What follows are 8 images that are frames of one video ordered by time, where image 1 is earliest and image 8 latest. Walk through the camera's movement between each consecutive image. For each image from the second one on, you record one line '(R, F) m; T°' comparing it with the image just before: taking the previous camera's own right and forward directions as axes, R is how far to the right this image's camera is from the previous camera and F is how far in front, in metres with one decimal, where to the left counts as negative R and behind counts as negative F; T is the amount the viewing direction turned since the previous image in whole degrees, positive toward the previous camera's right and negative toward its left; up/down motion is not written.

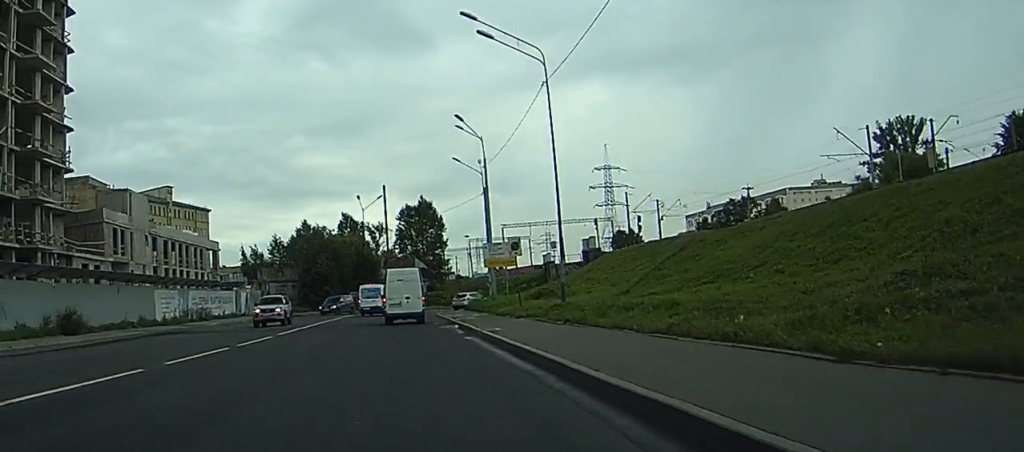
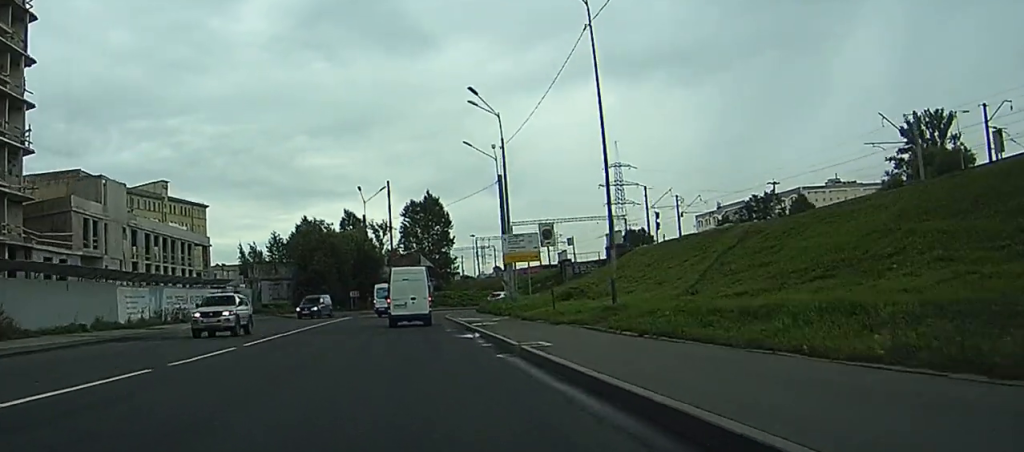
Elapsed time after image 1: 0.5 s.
(0.0, +8.1) m; -1°
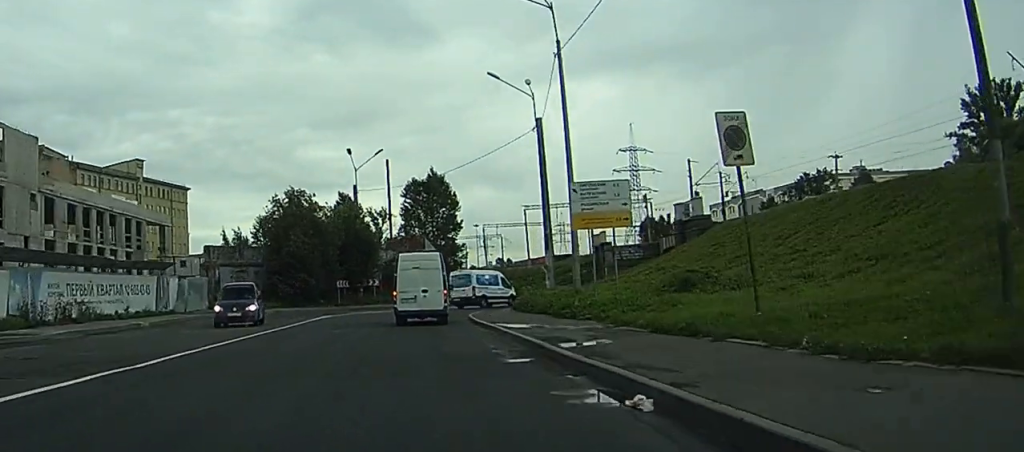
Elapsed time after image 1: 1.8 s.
(-0.6, +20.1) m; -2°
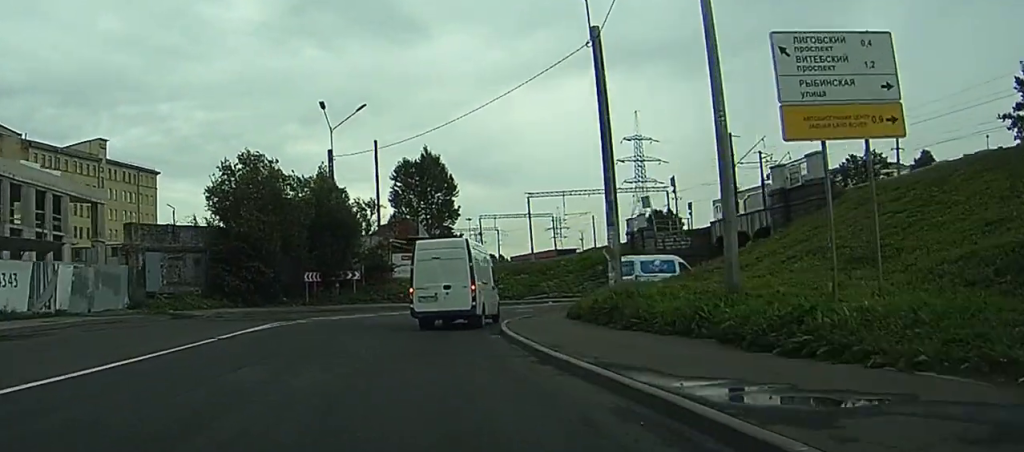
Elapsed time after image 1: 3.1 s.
(+0.1, +19.1) m; +1°
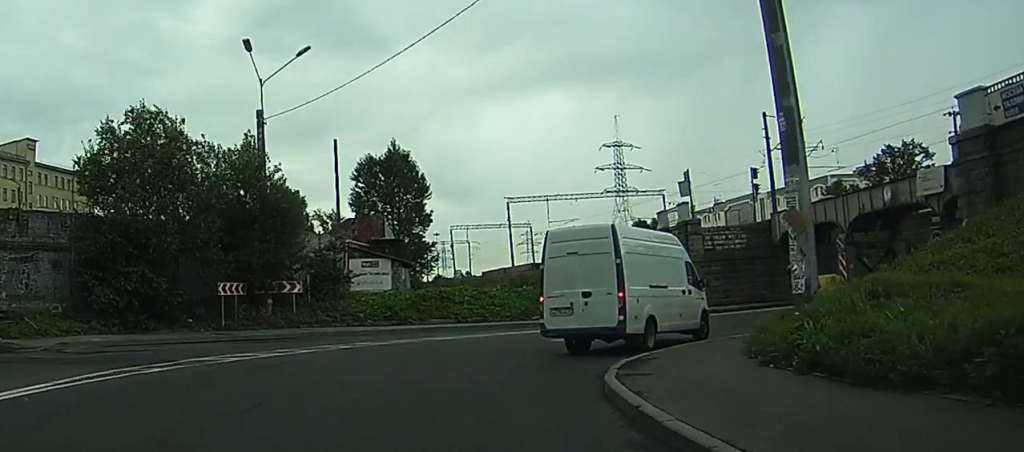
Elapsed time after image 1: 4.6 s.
(-0.1, +19.4) m; +3°
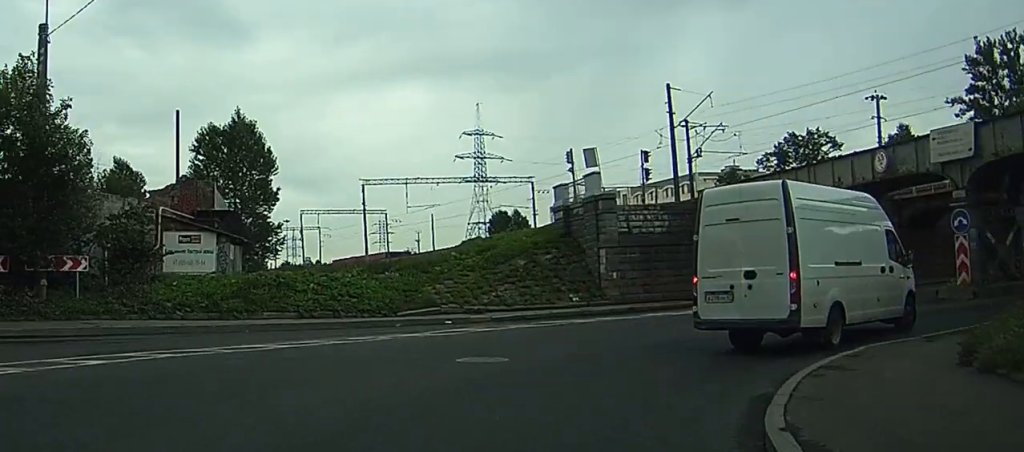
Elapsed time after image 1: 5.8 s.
(+1.0, +12.4) m; +12°
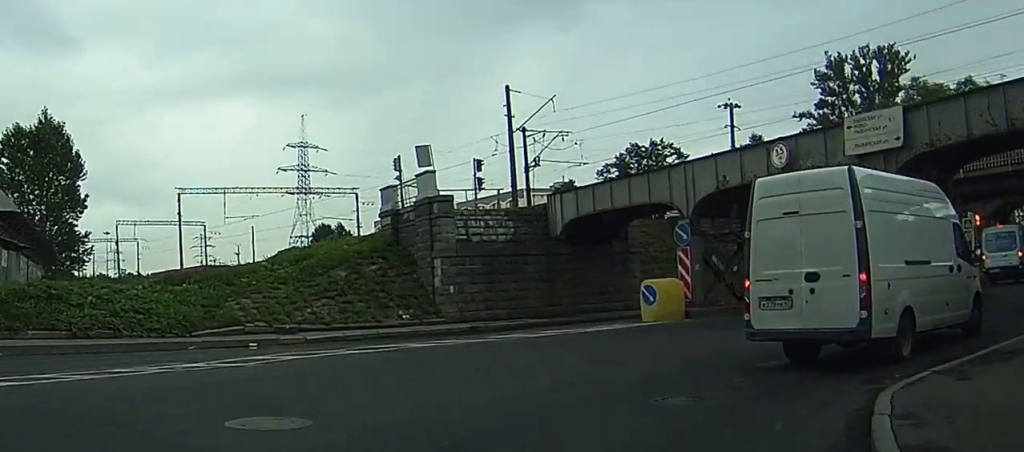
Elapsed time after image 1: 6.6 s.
(+0.5, +6.1) m; +6°
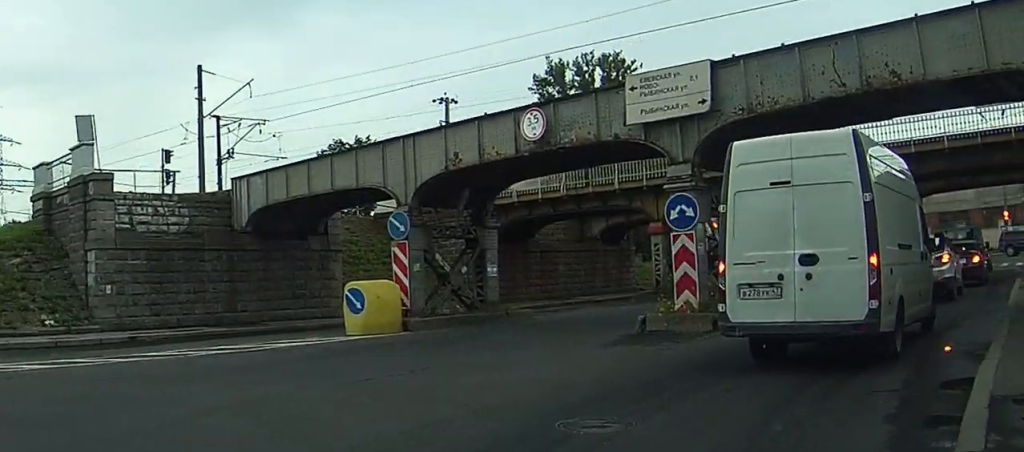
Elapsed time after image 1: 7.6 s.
(+0.4, +7.1) m; +7°
